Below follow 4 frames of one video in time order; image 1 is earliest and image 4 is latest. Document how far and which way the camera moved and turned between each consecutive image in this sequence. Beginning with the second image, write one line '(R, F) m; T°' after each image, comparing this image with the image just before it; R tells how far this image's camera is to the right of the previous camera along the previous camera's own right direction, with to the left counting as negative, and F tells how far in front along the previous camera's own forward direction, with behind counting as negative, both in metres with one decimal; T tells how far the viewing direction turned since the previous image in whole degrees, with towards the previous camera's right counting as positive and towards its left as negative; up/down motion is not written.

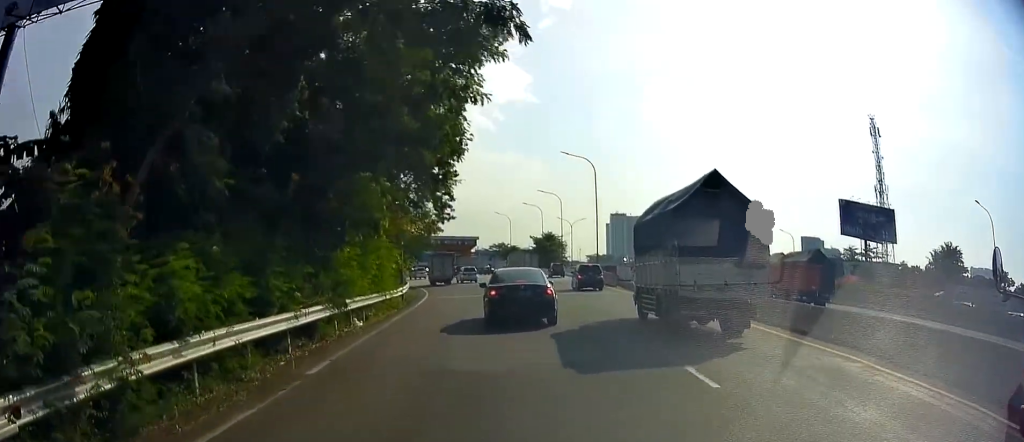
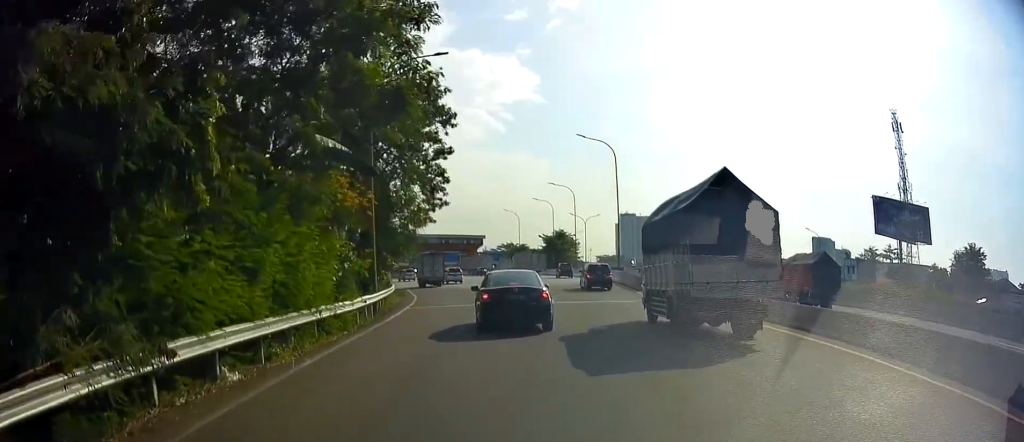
(-0.1, +8.7) m; -1°
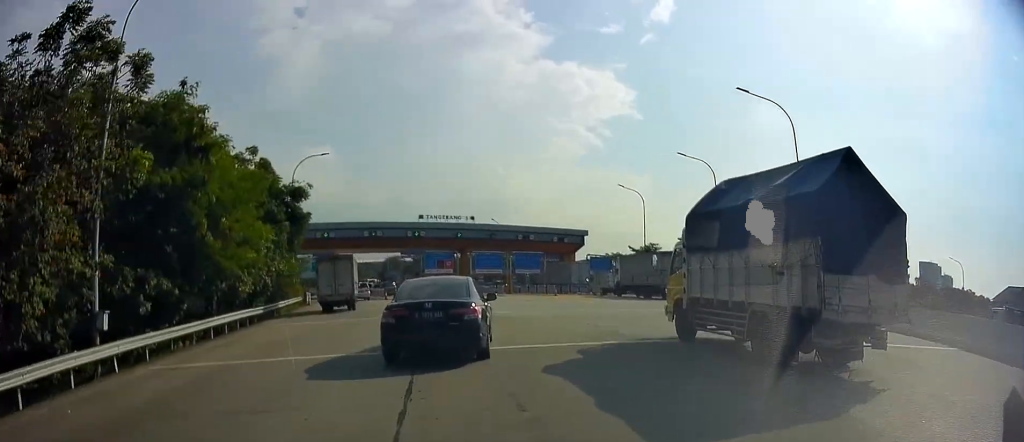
(-2.8, +50.9) m; -10°
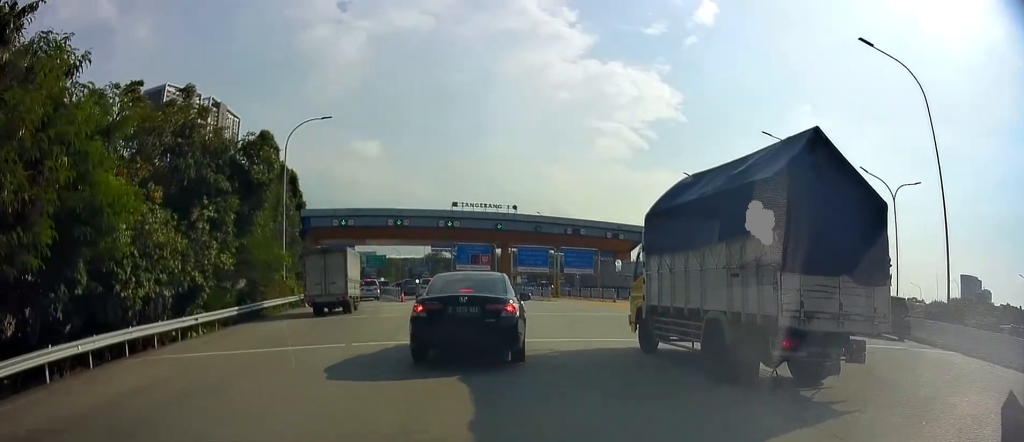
(-0.2, +10.7) m; -3°
